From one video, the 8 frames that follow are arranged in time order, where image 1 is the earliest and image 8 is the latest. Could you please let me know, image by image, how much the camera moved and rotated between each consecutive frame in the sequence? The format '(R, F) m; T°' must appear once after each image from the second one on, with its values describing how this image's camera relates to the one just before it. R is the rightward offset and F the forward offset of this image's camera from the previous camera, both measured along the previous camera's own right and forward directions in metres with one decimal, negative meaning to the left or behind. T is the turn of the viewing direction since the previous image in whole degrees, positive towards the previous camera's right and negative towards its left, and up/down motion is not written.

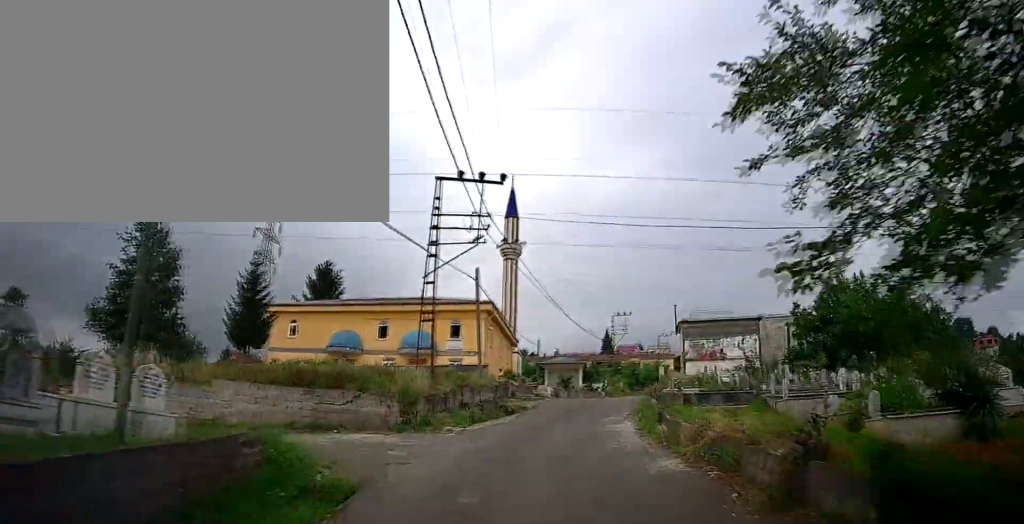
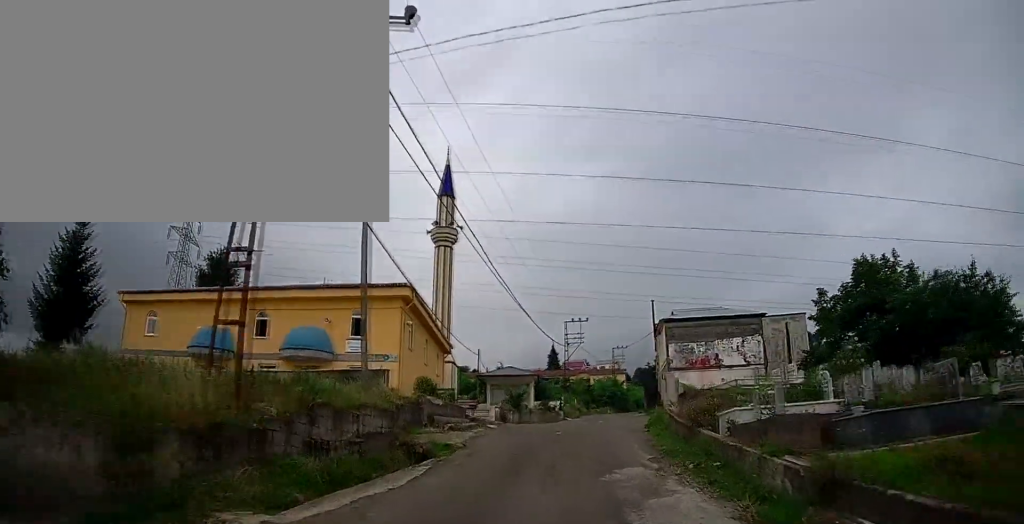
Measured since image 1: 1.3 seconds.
(+0.7, +11.0) m; +7°
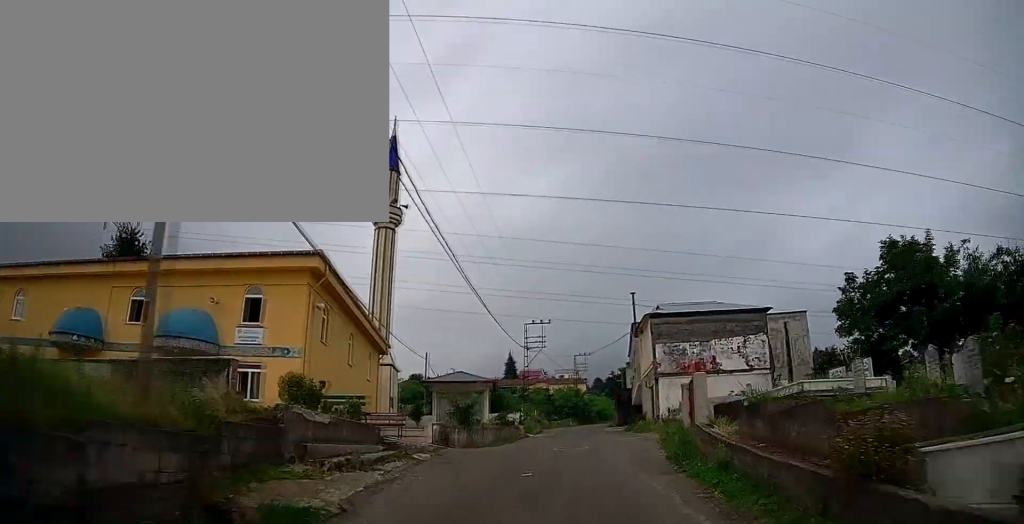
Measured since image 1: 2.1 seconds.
(+0.3, +6.6) m; +4°
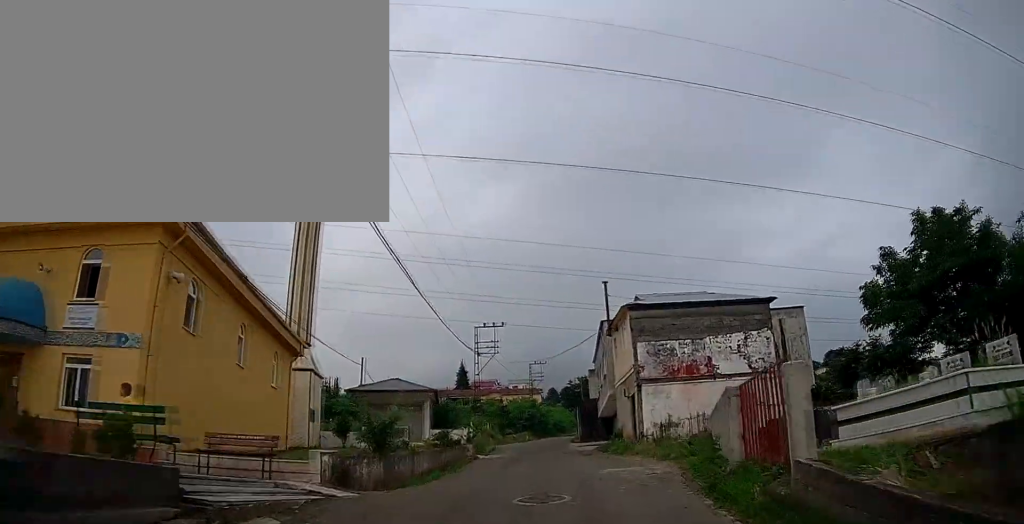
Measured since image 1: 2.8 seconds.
(+0.2, +5.7) m; +2°
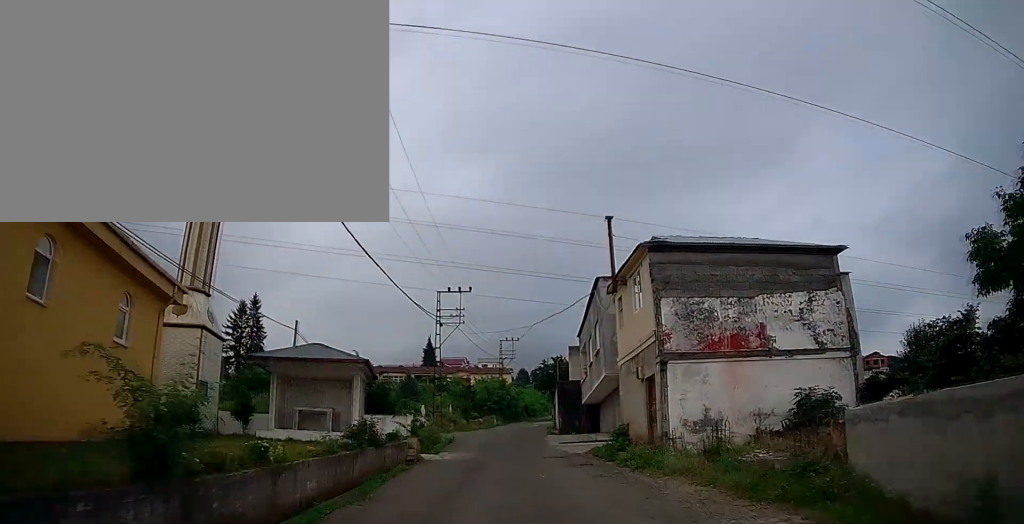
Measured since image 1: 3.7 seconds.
(+0.2, +7.5) m; +2°
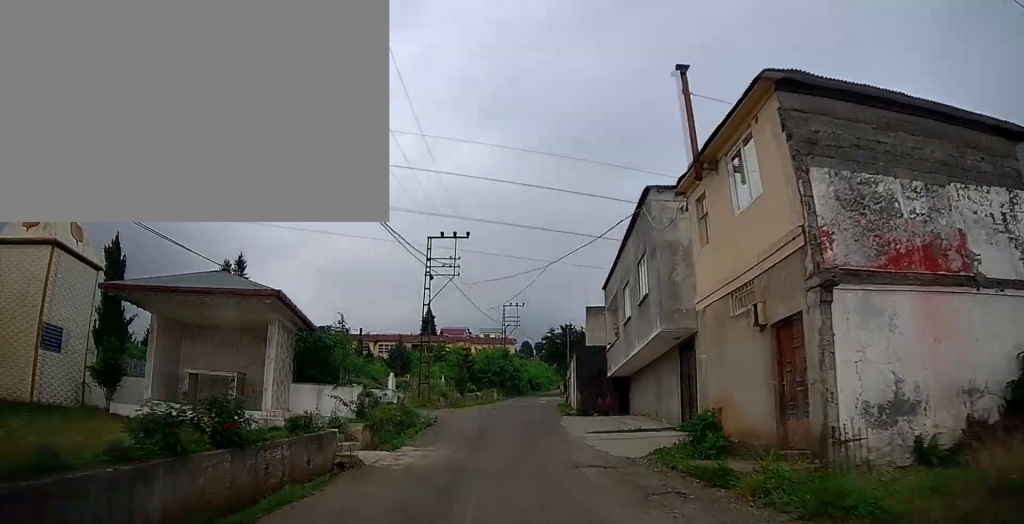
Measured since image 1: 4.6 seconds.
(+0.1, +7.6) m; +1°
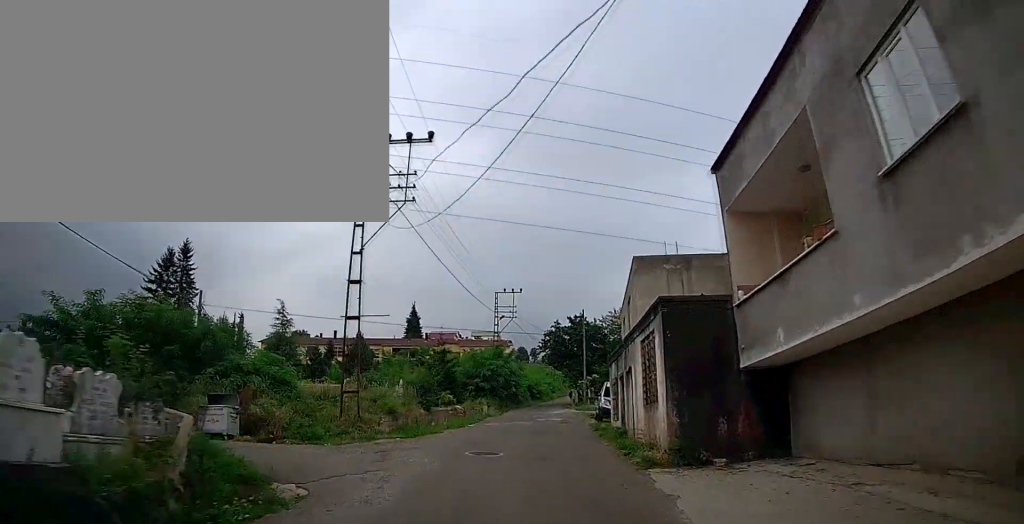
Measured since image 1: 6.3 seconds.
(-0.1, +14.8) m; 0°
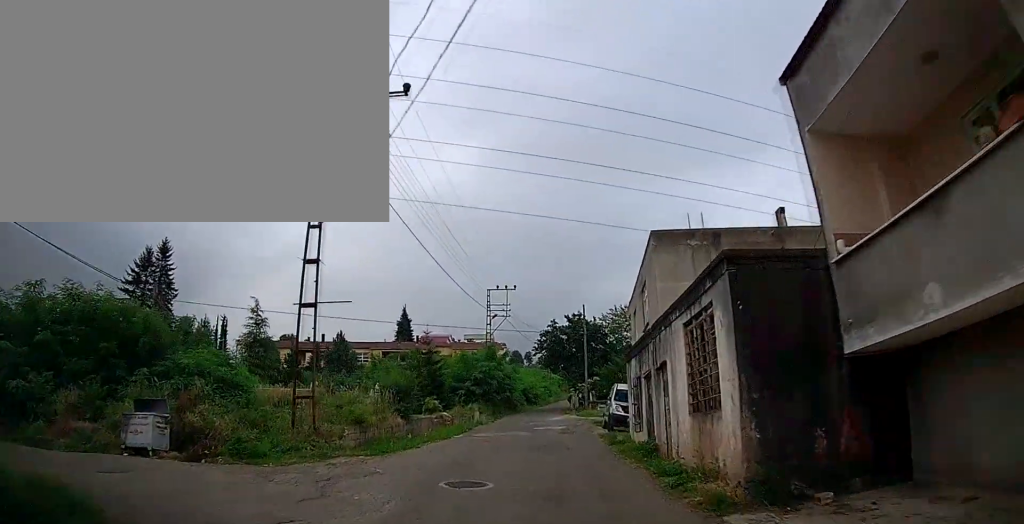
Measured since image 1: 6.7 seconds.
(+0.1, +3.7) m; +1°
